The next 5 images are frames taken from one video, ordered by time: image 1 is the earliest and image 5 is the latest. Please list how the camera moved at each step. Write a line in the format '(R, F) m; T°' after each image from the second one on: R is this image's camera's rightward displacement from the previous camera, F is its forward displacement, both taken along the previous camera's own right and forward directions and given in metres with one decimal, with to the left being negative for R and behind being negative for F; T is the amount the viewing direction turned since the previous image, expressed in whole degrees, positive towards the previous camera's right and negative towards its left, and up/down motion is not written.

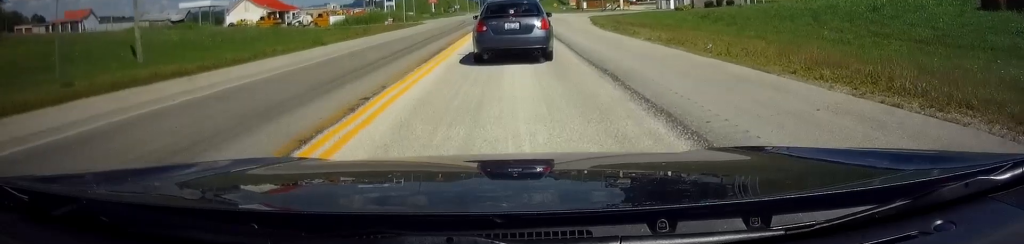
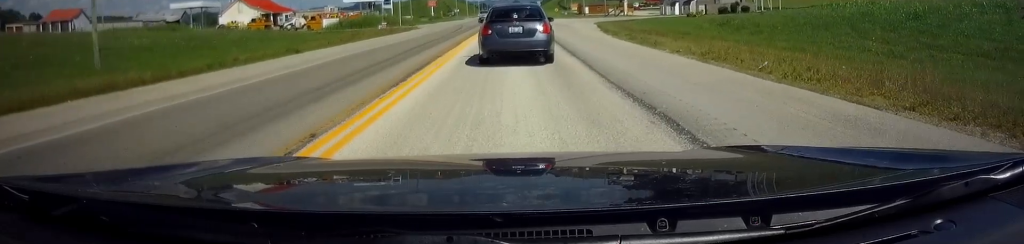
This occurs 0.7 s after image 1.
(0.0, +4.4) m; 0°
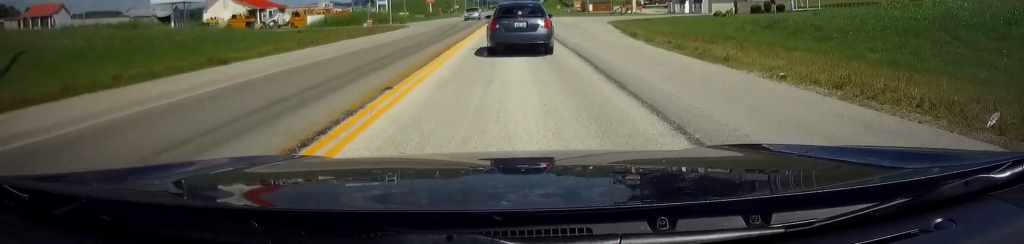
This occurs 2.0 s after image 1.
(+0.2, +8.6) m; +1°
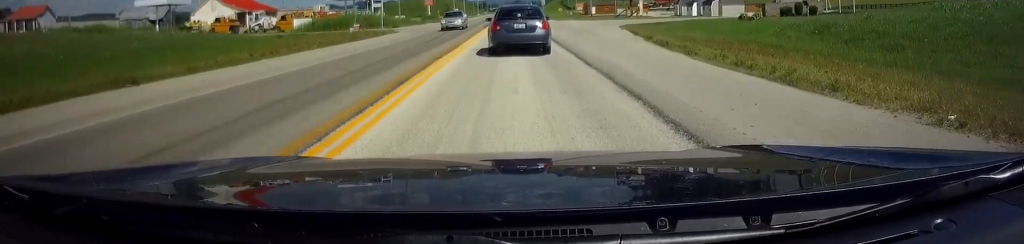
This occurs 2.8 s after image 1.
(0.0, +6.2) m; -2°
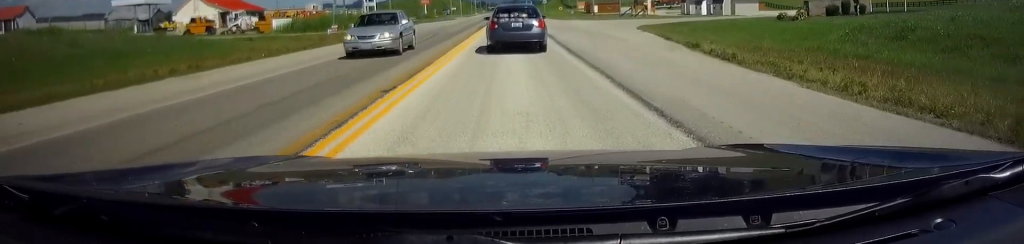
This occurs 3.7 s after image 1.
(-0.3, +7.2) m; -3°
